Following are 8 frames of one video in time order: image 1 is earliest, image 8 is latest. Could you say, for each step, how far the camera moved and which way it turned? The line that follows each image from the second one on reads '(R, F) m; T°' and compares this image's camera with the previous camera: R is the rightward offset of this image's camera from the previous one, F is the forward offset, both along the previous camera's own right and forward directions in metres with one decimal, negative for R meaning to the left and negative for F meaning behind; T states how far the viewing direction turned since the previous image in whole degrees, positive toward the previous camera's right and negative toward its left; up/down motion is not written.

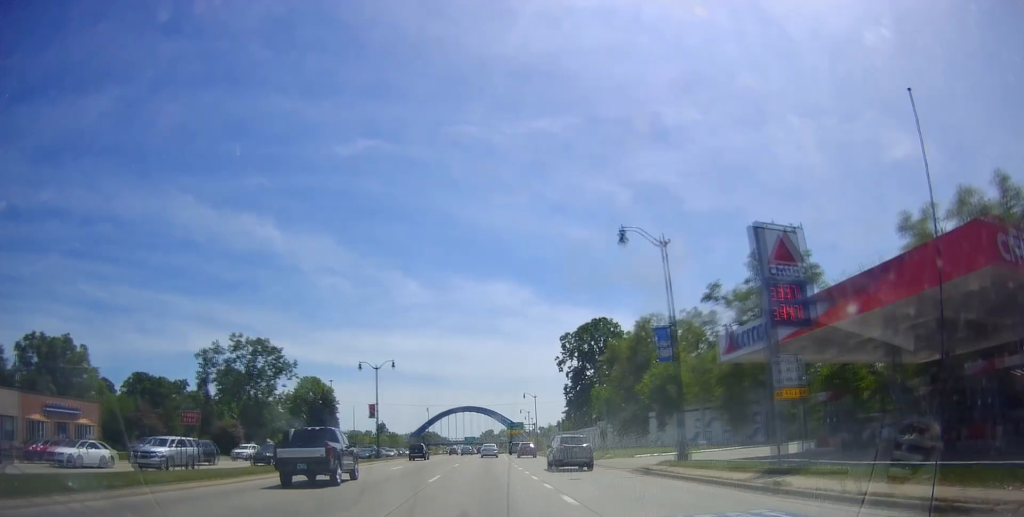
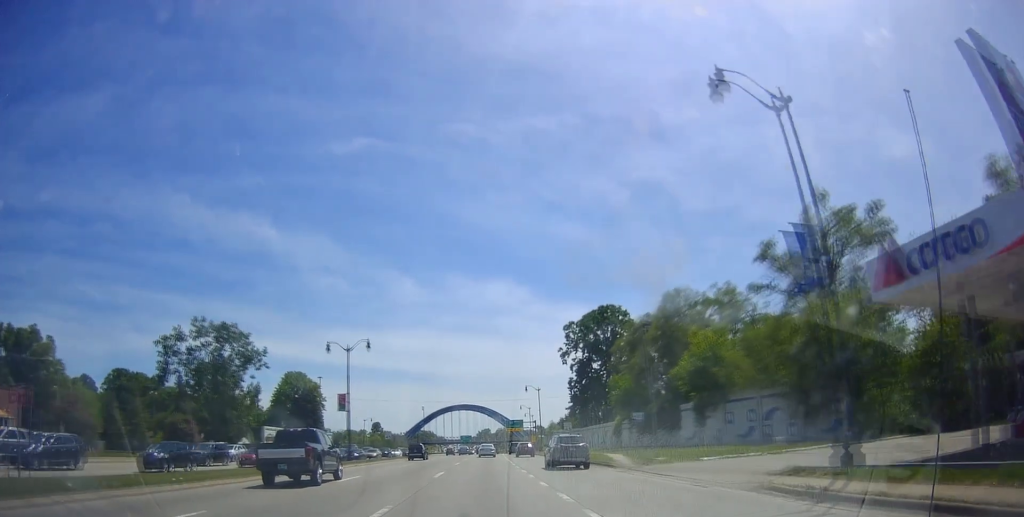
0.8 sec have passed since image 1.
(-0.1, +12.4) m; +1°
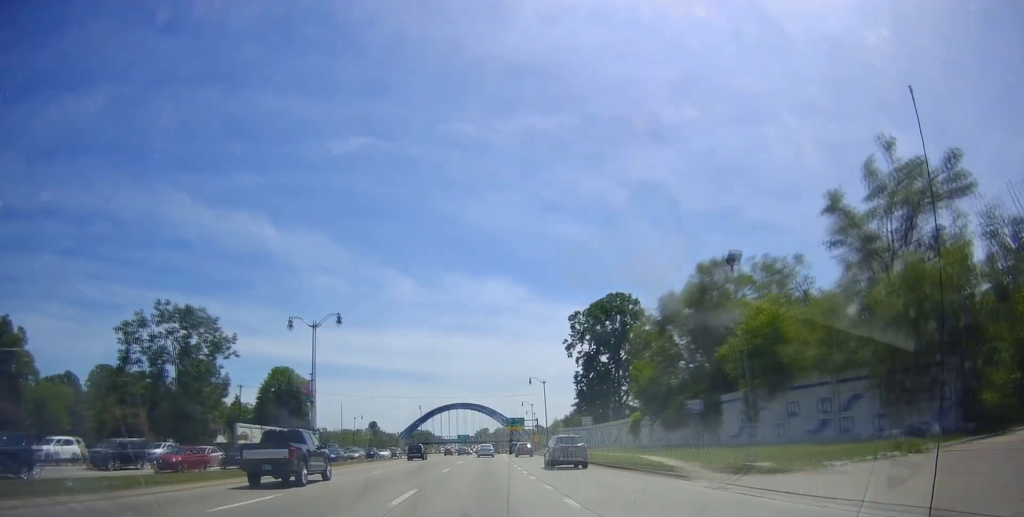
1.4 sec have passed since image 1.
(+0.2, +10.5) m; 0°
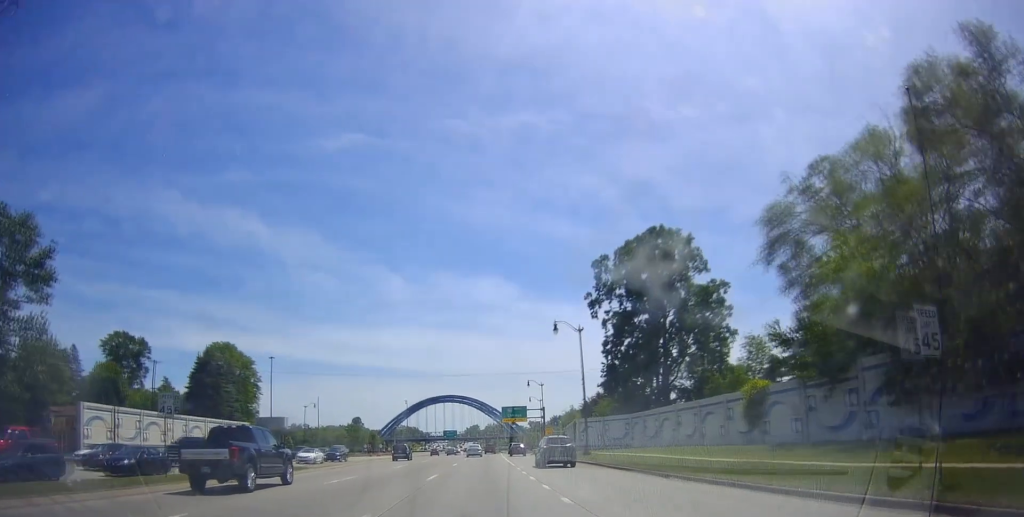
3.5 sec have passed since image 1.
(-0.5, +35.5) m; +1°
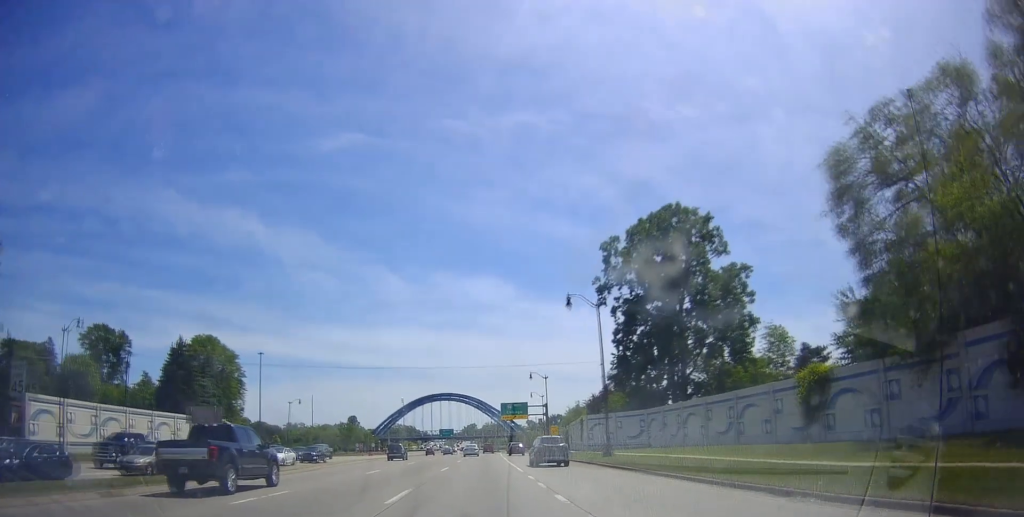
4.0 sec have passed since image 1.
(0.0, +8.1) m; +1°
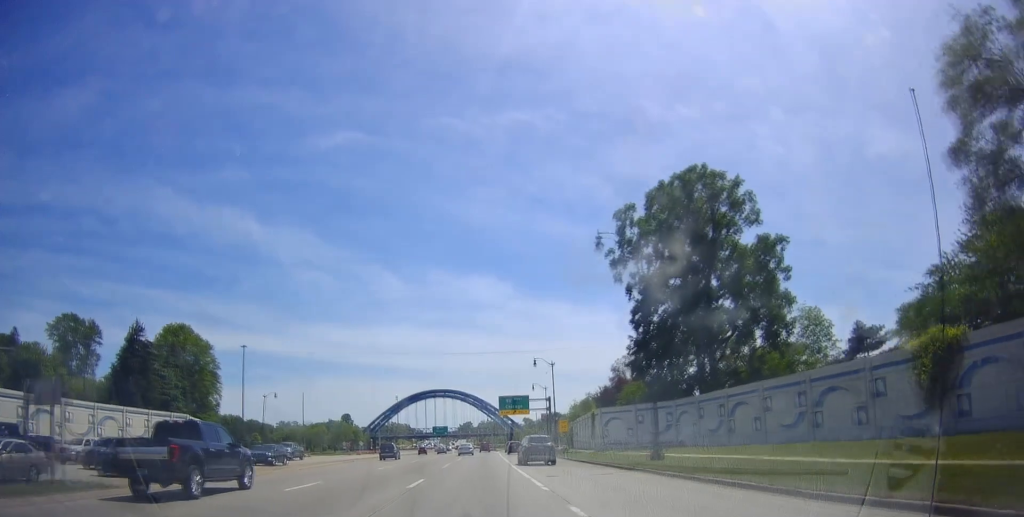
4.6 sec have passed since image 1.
(+0.5, +11.0) m; 0°
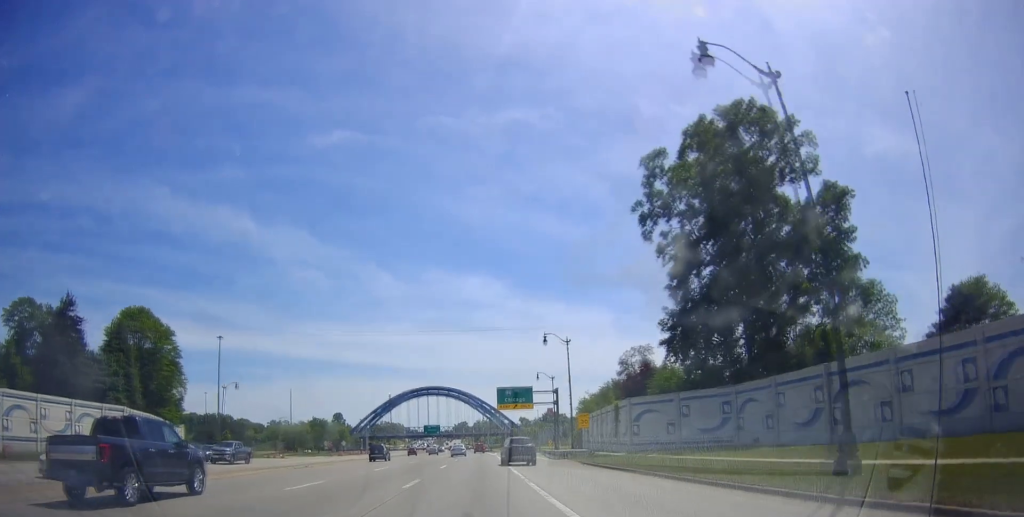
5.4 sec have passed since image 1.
(-0.3, +14.6) m; 0°
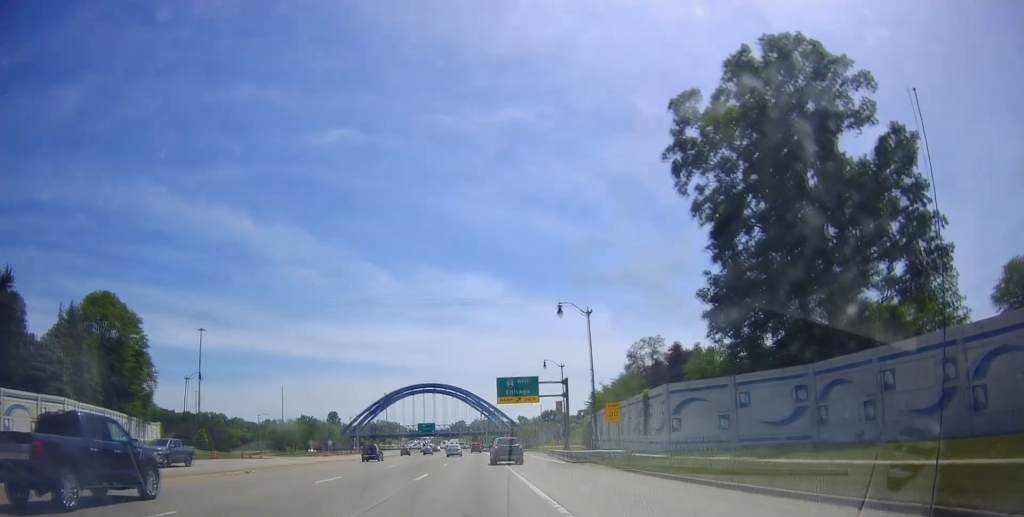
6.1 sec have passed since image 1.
(-0.1, +11.2) m; 0°
